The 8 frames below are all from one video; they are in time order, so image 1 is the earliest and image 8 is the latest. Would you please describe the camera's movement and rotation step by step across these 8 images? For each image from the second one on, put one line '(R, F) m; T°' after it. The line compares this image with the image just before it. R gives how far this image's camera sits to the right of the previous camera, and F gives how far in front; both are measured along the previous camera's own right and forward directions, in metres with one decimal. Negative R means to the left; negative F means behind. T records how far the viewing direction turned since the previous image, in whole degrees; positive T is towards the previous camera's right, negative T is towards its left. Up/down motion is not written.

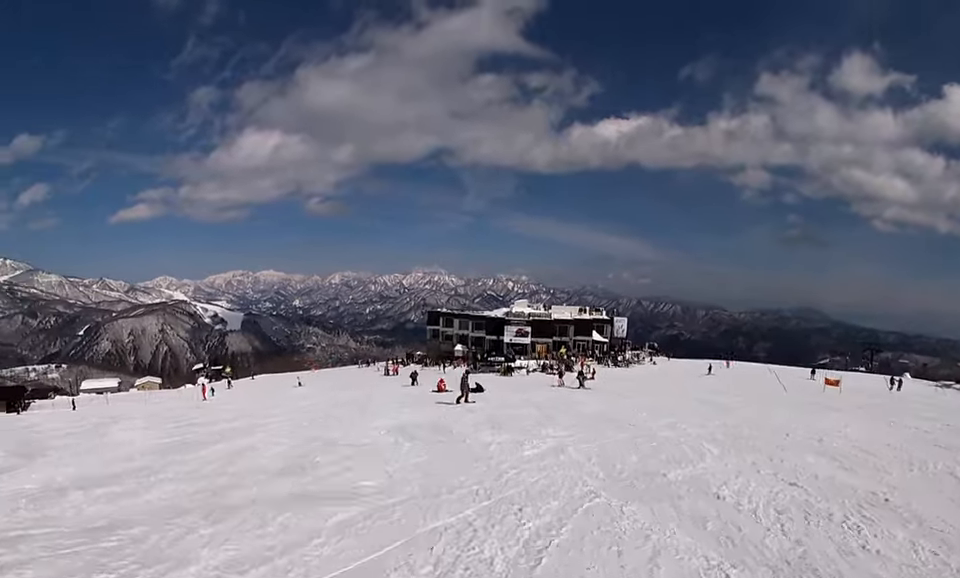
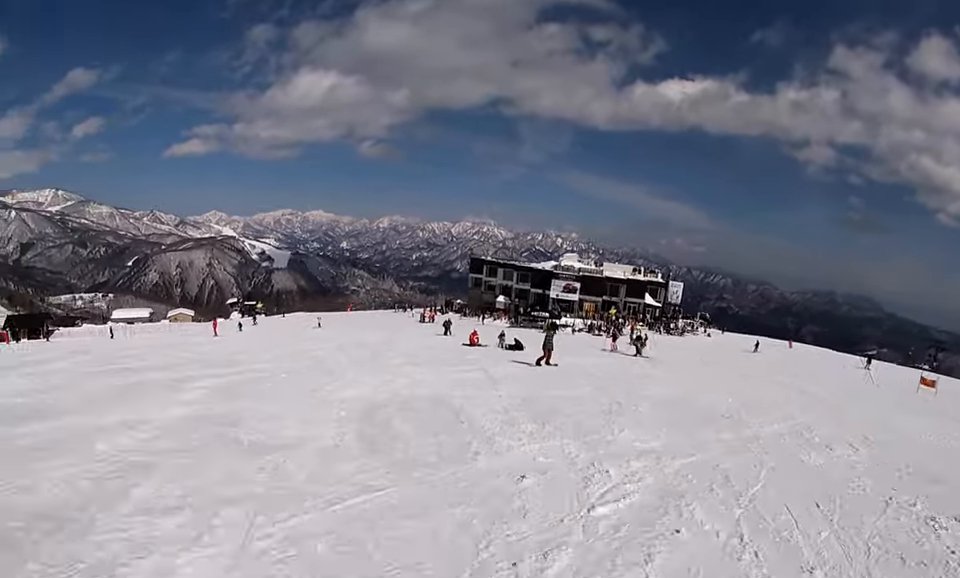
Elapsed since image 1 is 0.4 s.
(+0.6, +5.1) m; -3°
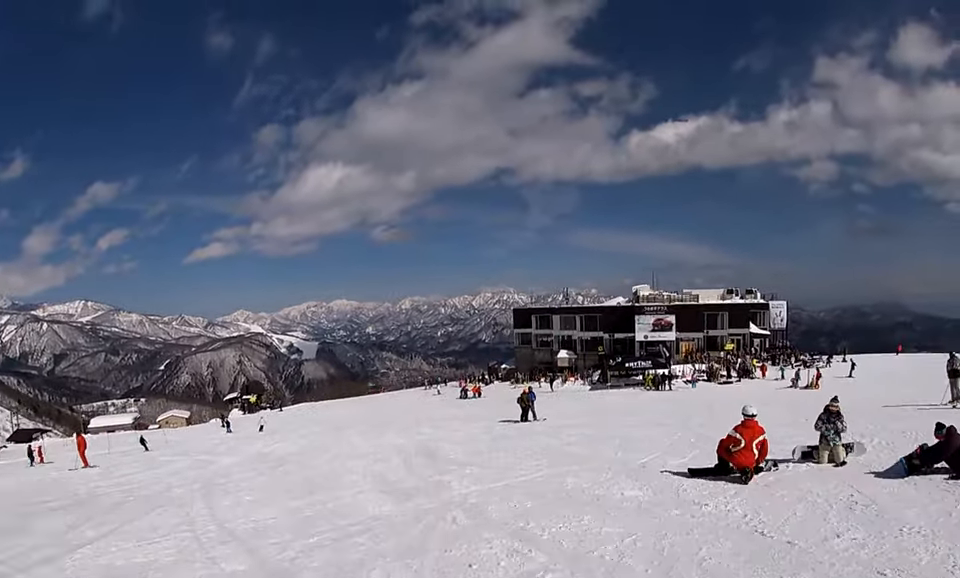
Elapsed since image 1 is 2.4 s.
(-3.8, +23.1) m; -8°
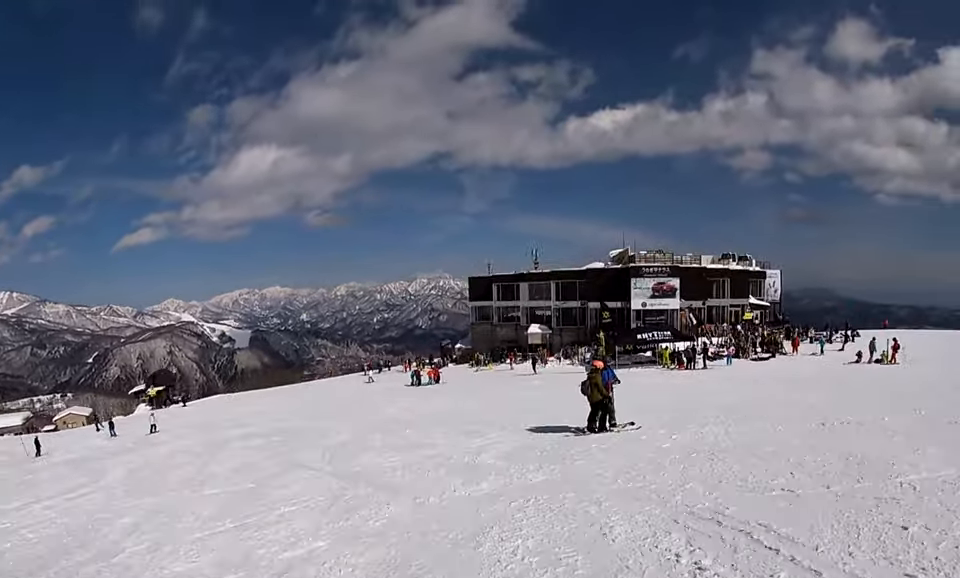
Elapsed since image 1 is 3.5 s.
(+0.3, +13.0) m; +14°
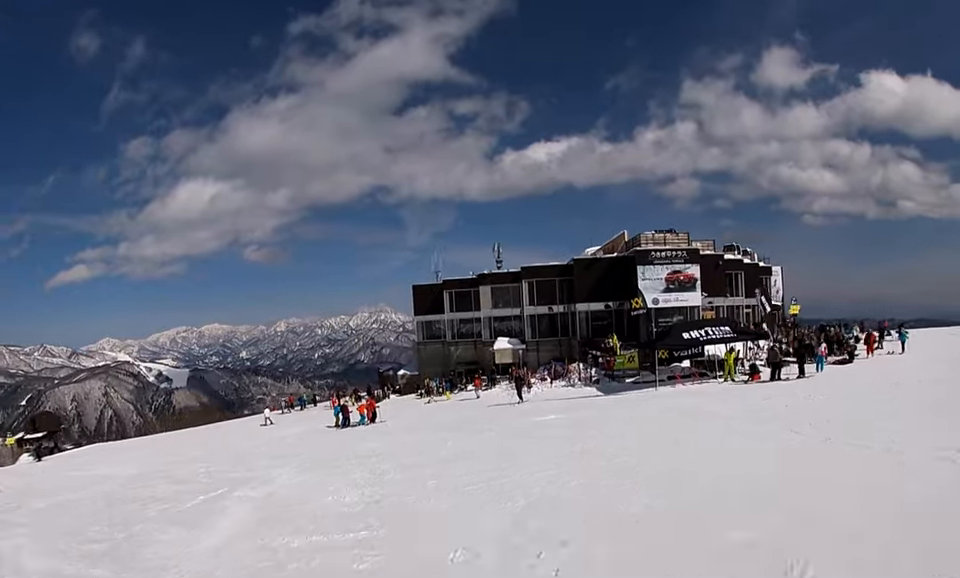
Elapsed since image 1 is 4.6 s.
(+2.8, +13.1) m; +8°
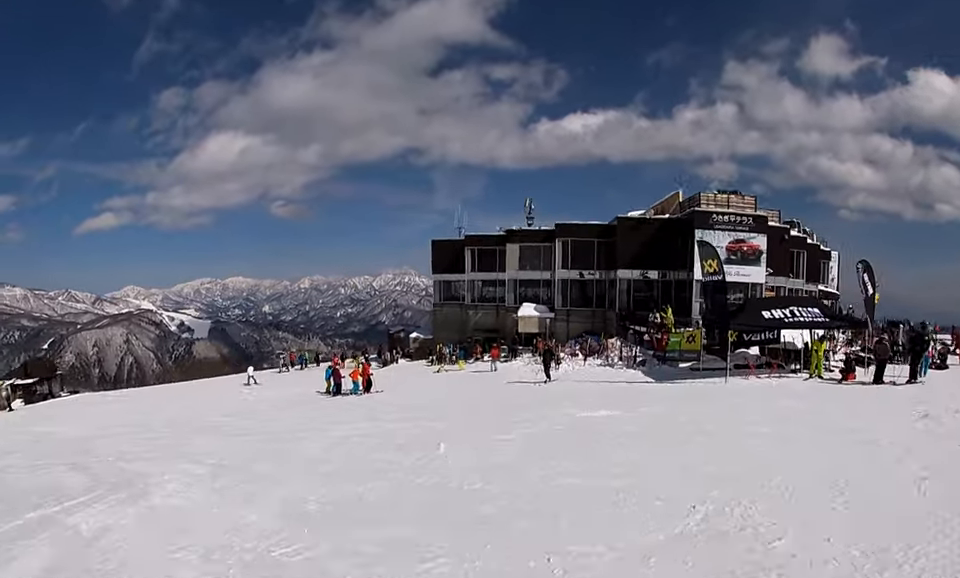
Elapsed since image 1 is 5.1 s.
(0.0, +4.8) m; -6°
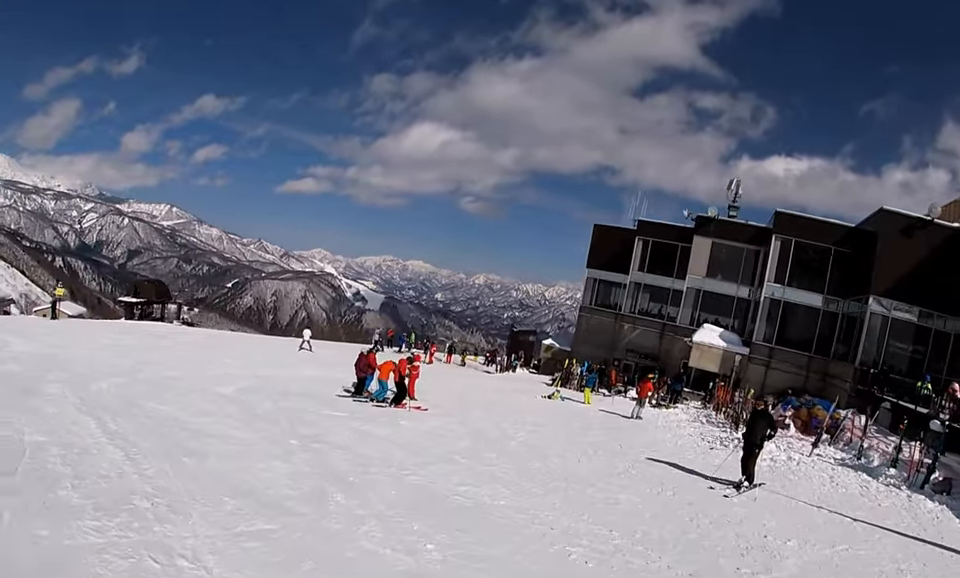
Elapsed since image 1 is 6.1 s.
(-1.4, +10.0) m; -12°
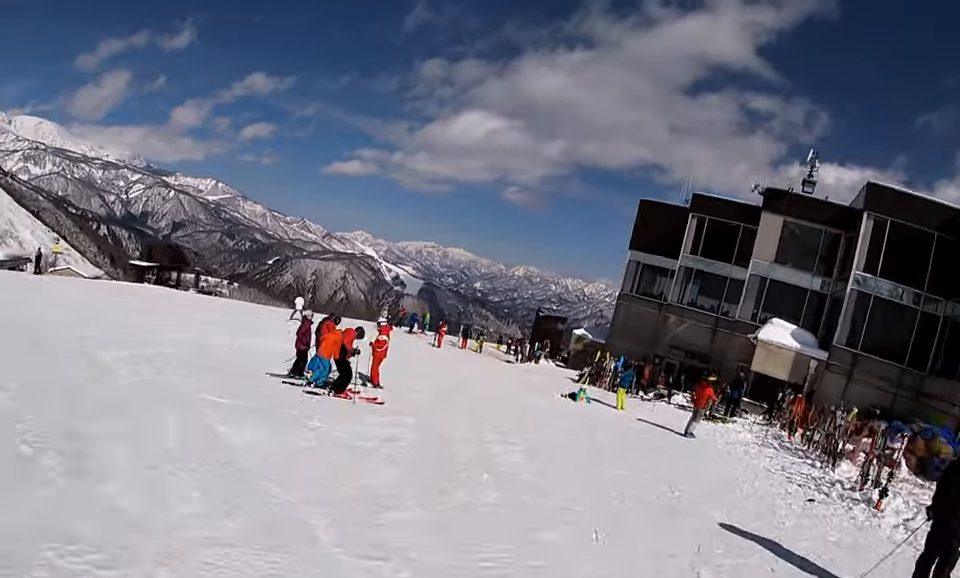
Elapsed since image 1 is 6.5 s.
(-0.2, +4.0) m; -3°
